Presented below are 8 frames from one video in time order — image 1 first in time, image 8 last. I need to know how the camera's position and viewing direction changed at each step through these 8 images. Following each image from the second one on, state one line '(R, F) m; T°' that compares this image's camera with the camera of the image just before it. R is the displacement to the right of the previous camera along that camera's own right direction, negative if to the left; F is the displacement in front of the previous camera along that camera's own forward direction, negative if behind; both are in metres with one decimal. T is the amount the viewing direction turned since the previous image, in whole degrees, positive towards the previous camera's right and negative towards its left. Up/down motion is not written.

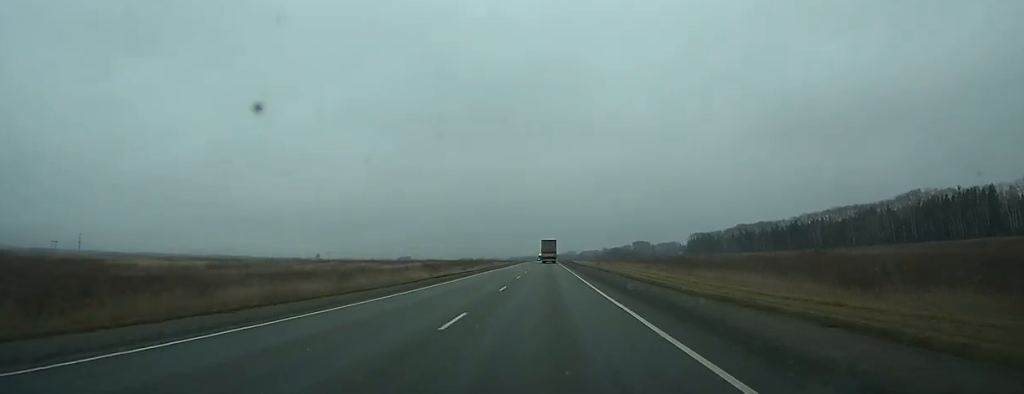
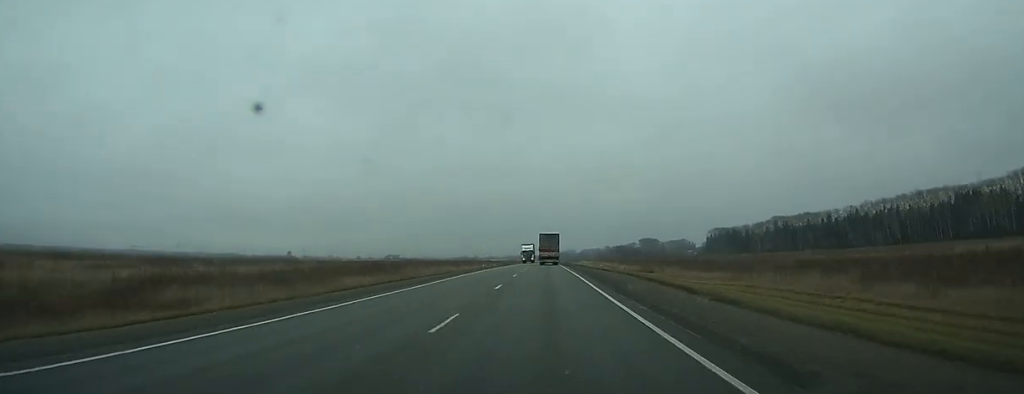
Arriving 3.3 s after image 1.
(0.0, +94.1) m; 0°
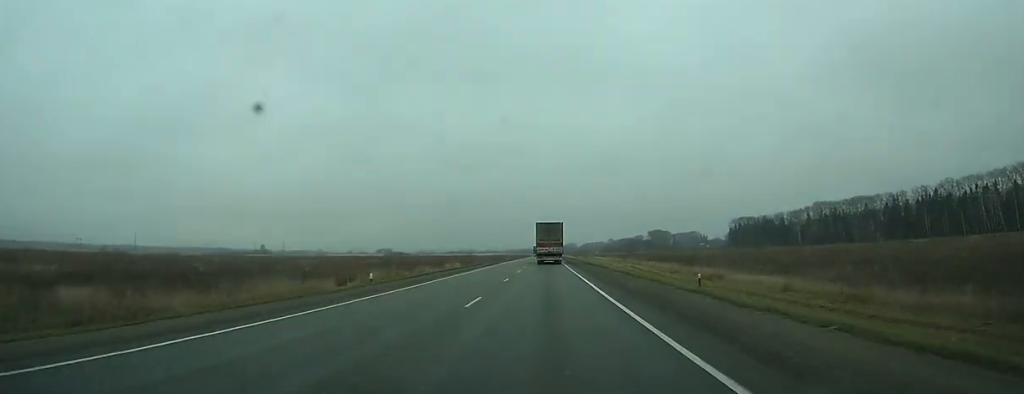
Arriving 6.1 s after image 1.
(+0.1, +76.4) m; 0°
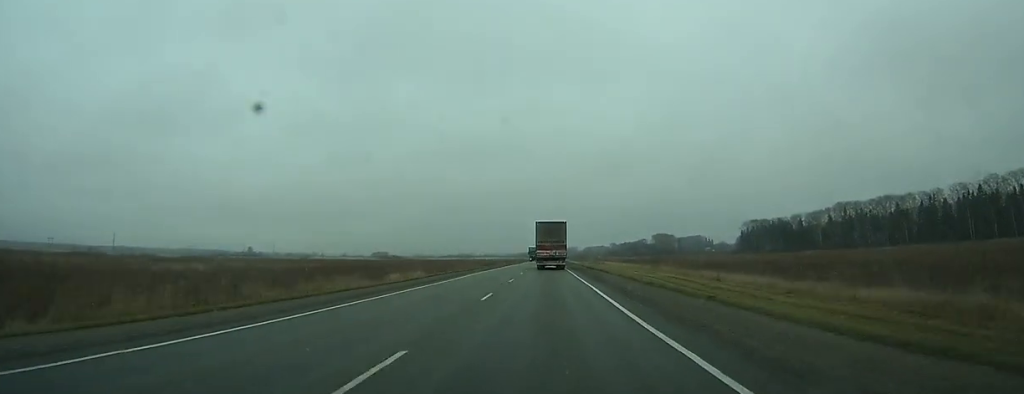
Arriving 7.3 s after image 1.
(-0.1, +31.5) m; 0°
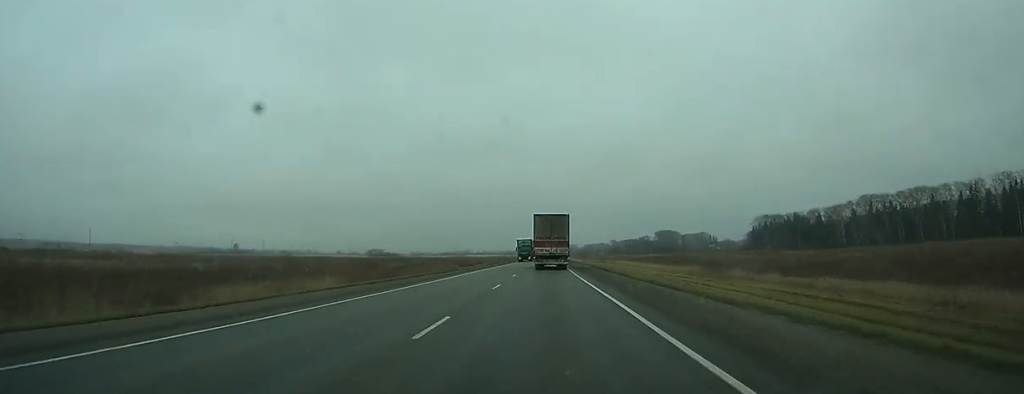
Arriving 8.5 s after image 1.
(0.0, +32.1) m; 0°
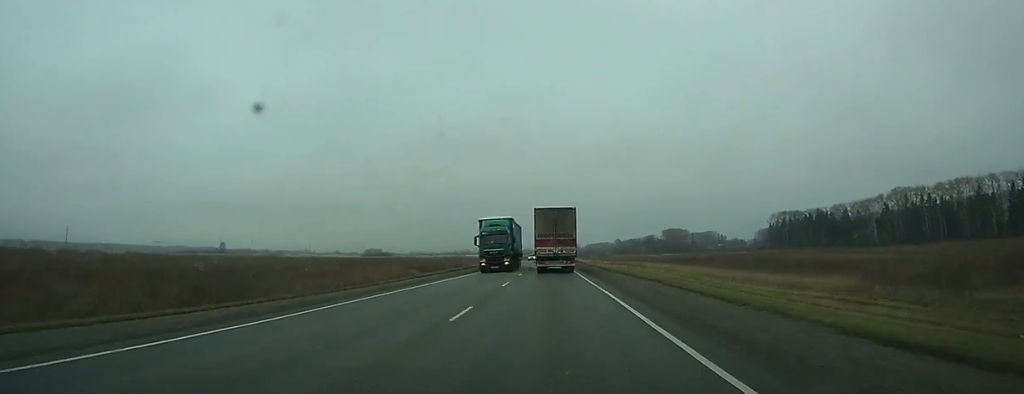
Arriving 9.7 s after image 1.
(0.0, +35.0) m; 0°
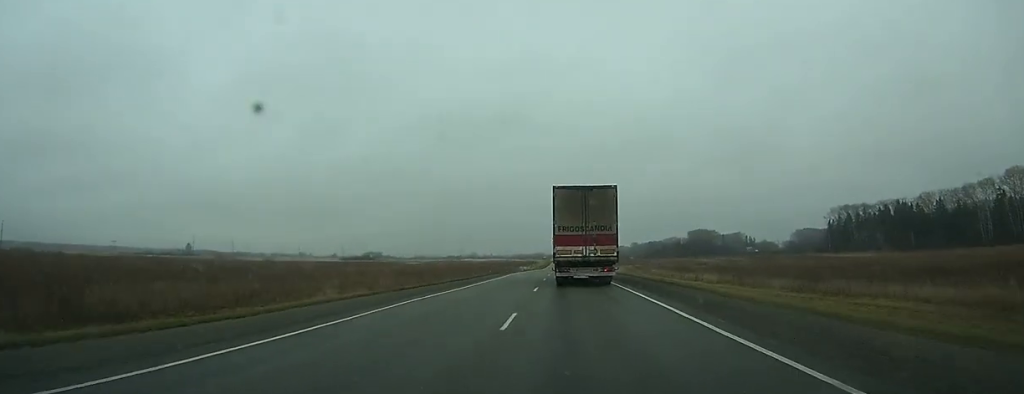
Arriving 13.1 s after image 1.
(0.0, +89.4) m; 0°
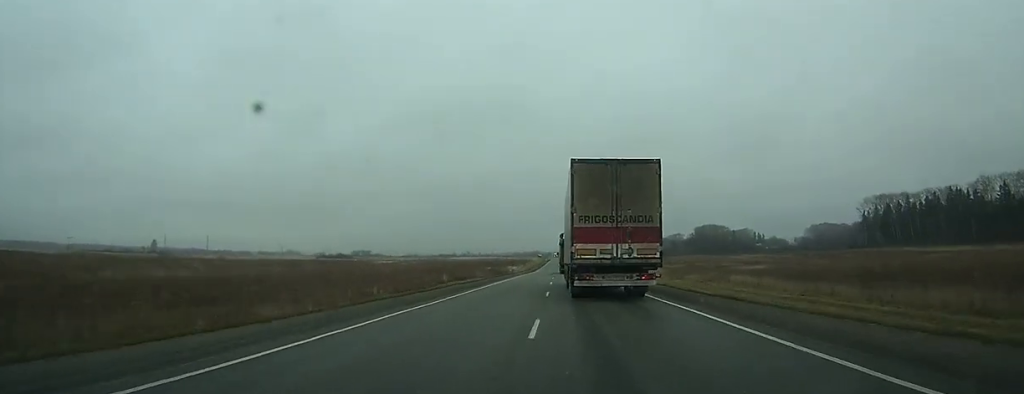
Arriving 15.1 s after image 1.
(-0.1, +49.6) m; 0°
